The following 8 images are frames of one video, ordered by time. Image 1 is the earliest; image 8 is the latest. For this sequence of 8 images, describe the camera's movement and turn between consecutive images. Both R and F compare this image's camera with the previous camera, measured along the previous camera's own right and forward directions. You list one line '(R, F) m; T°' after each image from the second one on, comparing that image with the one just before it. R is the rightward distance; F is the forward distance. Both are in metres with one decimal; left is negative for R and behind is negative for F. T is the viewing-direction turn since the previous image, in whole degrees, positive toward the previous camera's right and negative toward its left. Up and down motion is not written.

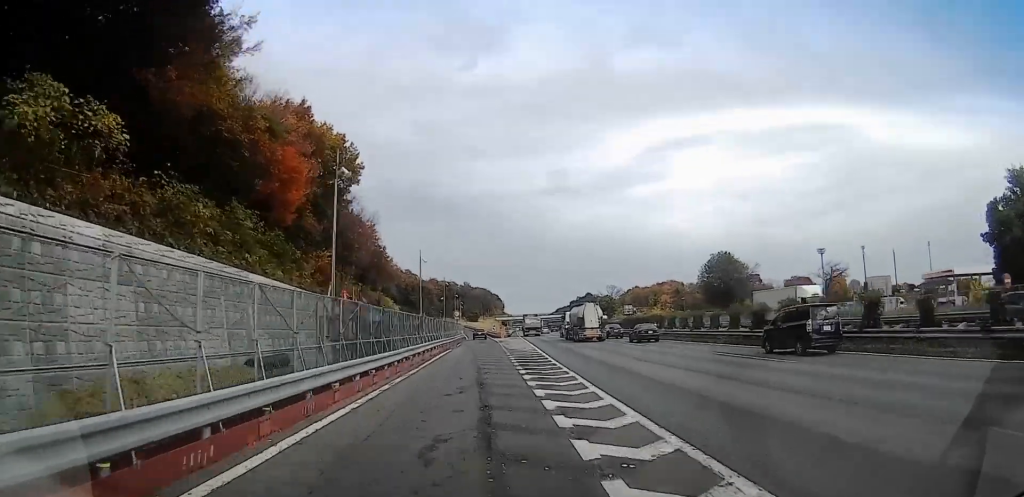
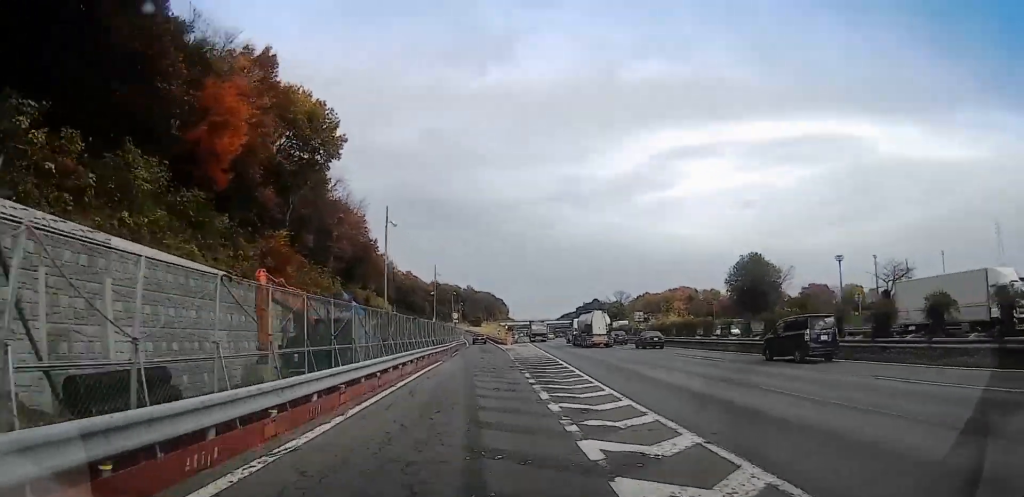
(0.0, +12.1) m; 0°
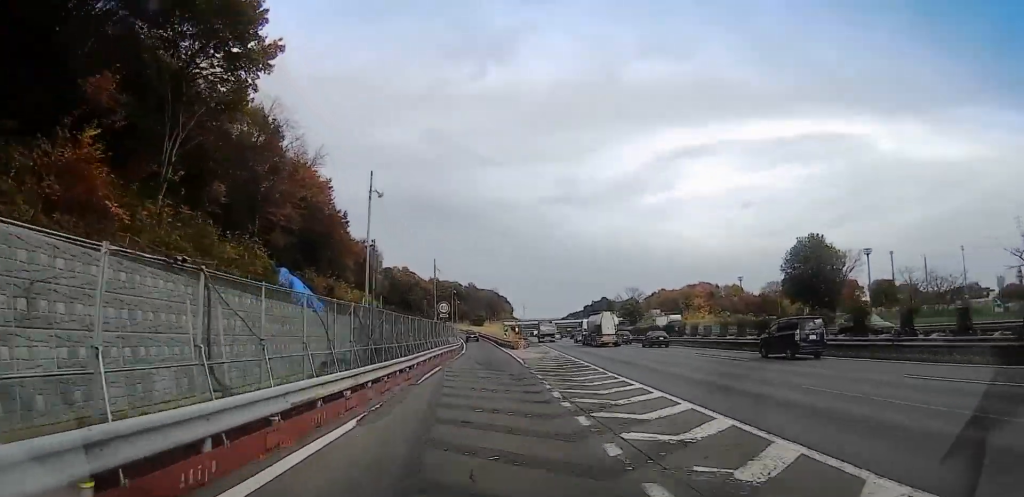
(0.0, +21.8) m; +1°
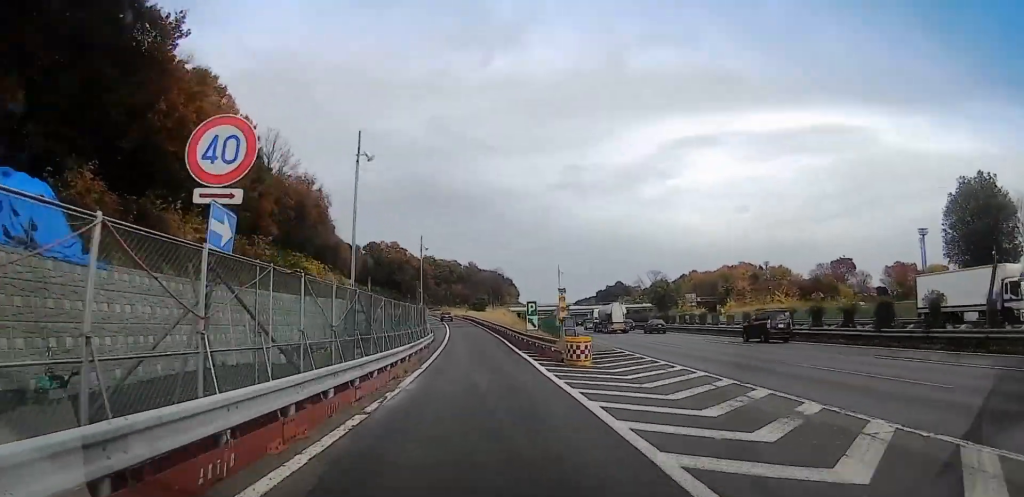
(+0.1, +38.3) m; -2°
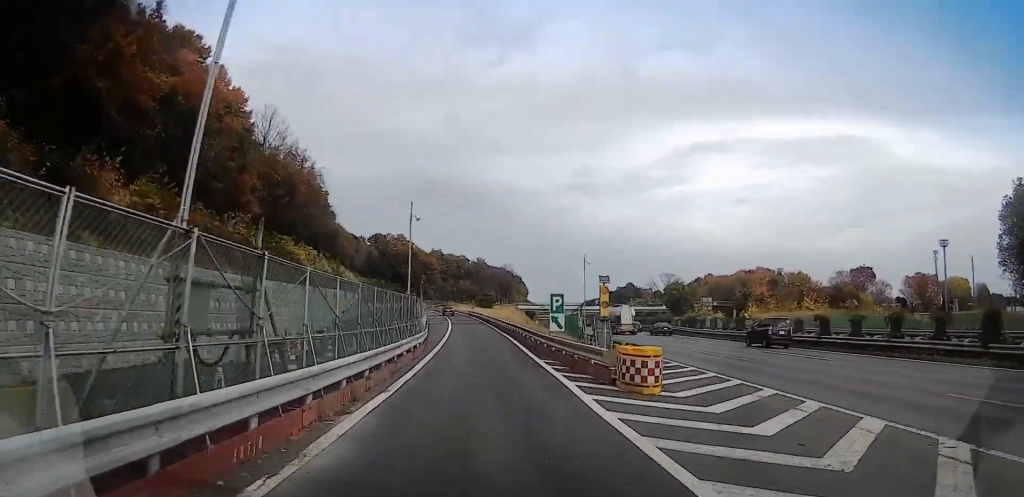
(-0.1, +7.8) m; -1°
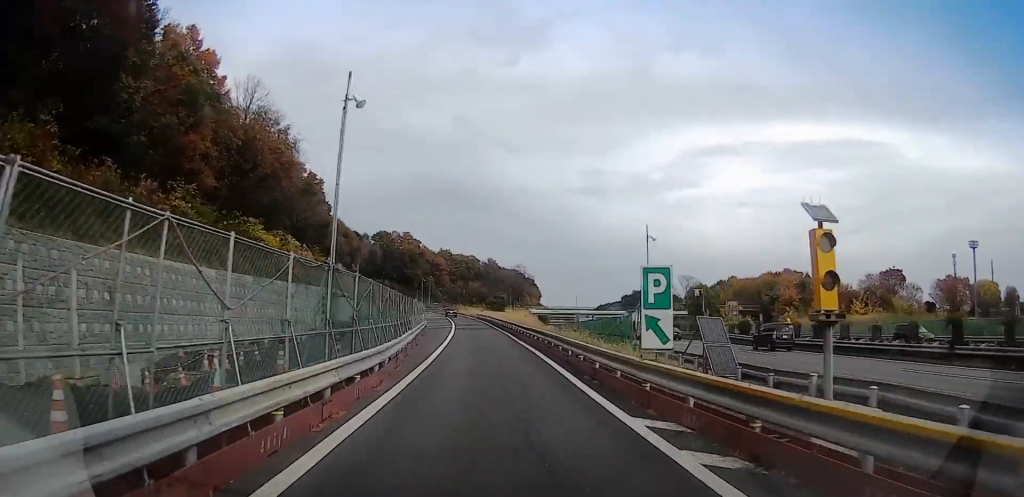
(0.0, +12.1) m; 0°
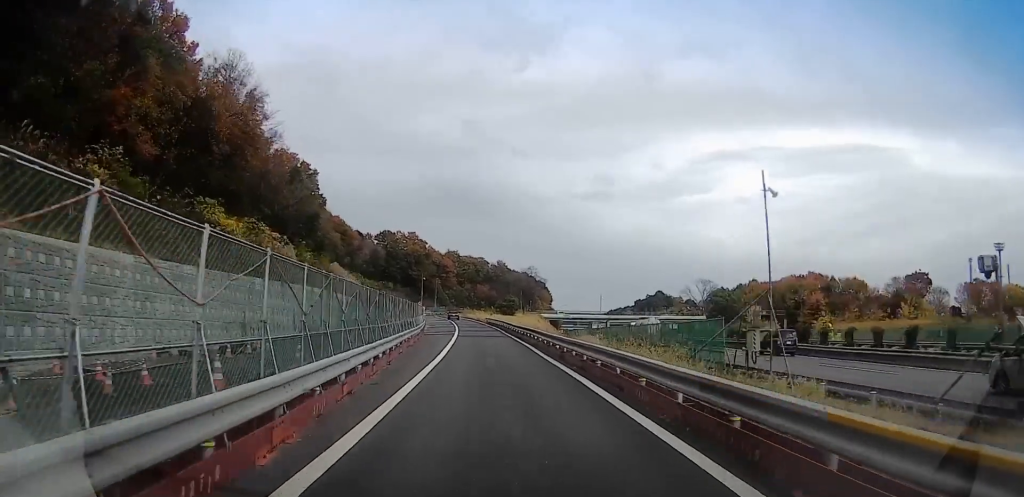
(0.0, +9.7) m; 0°
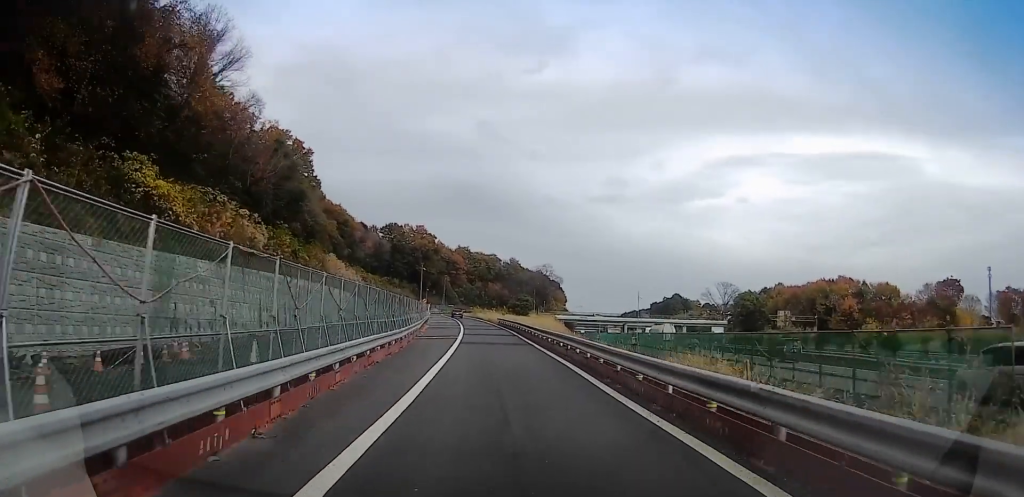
(0.0, +11.3) m; 0°
